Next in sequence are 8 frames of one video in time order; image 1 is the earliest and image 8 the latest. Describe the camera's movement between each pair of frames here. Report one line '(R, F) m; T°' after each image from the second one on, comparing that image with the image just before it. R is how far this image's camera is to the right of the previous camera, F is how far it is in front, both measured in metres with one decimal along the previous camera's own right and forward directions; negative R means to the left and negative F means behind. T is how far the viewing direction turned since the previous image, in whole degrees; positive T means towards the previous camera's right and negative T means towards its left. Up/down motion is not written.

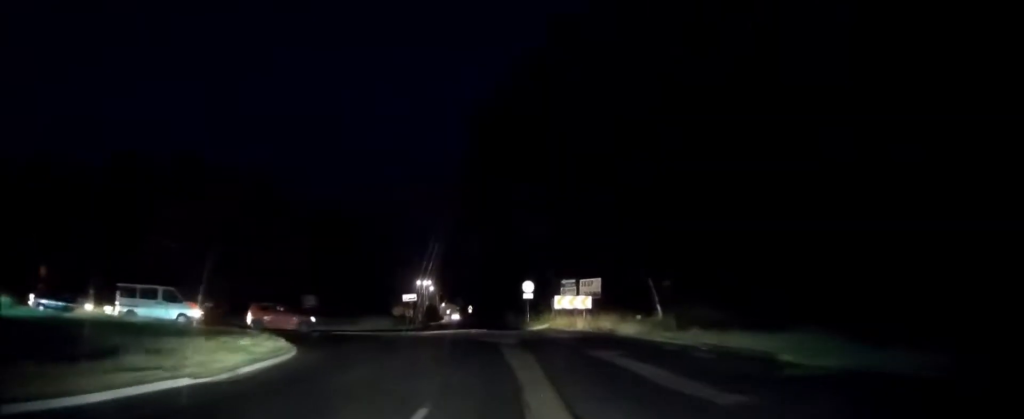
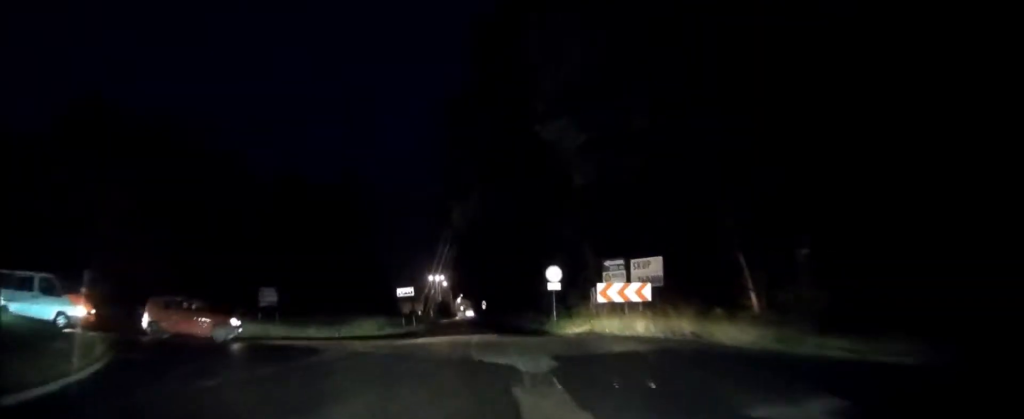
(-0.1, +11.0) m; -2°
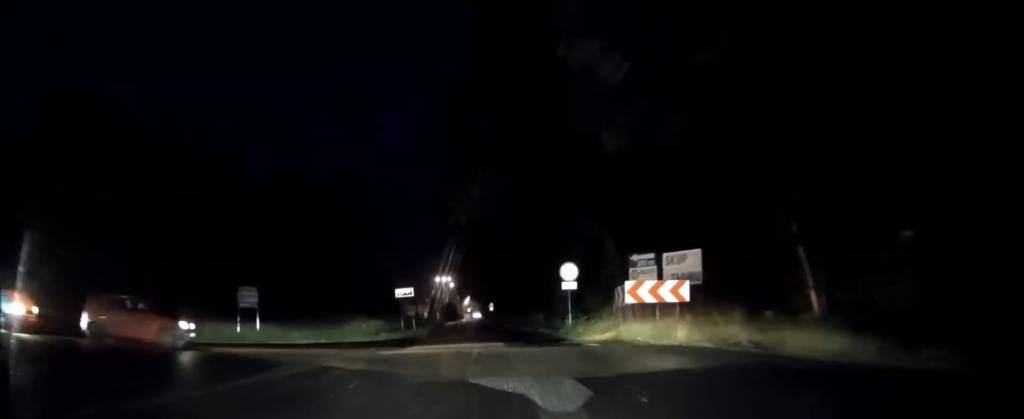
(0.0, +4.0) m; -1°
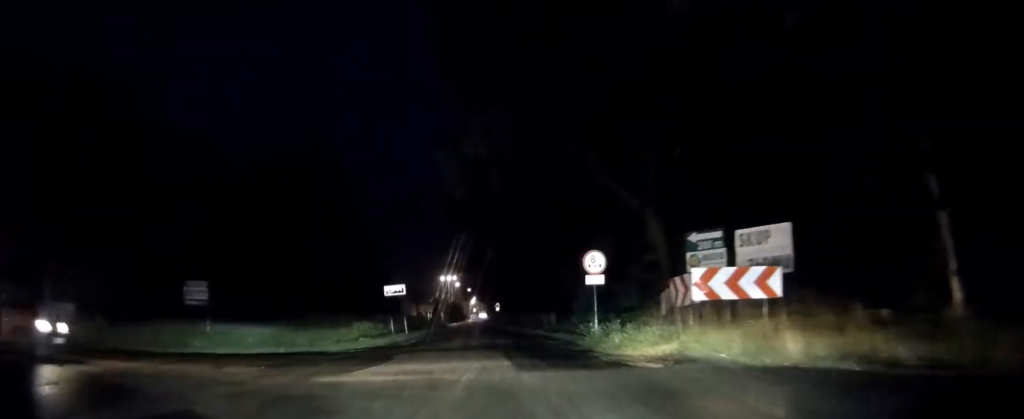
(-0.1, +6.2) m; 0°
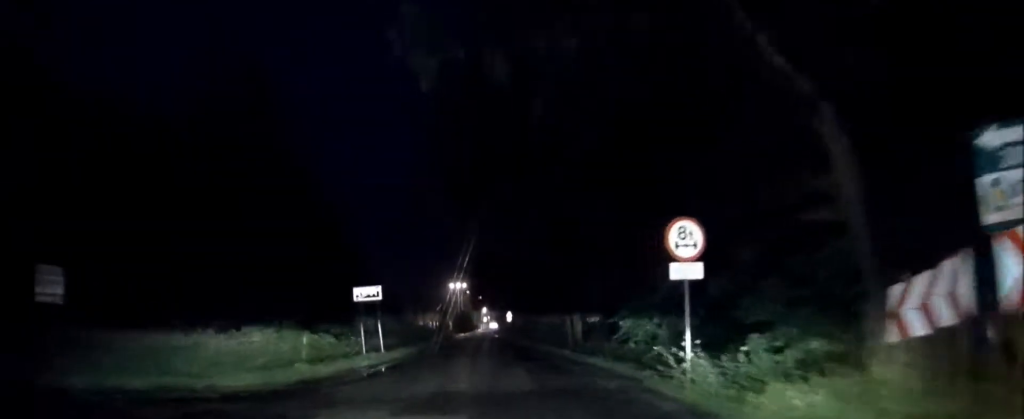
(0.0, +10.1) m; 0°
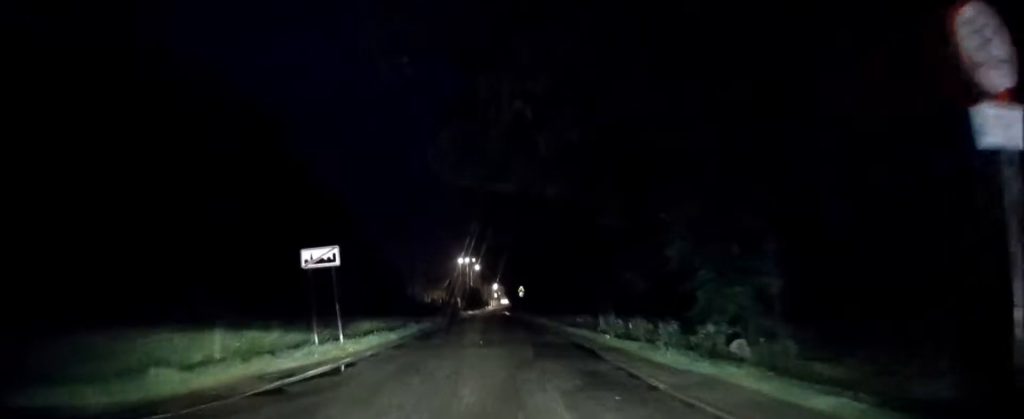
(0.0, +8.5) m; -1°
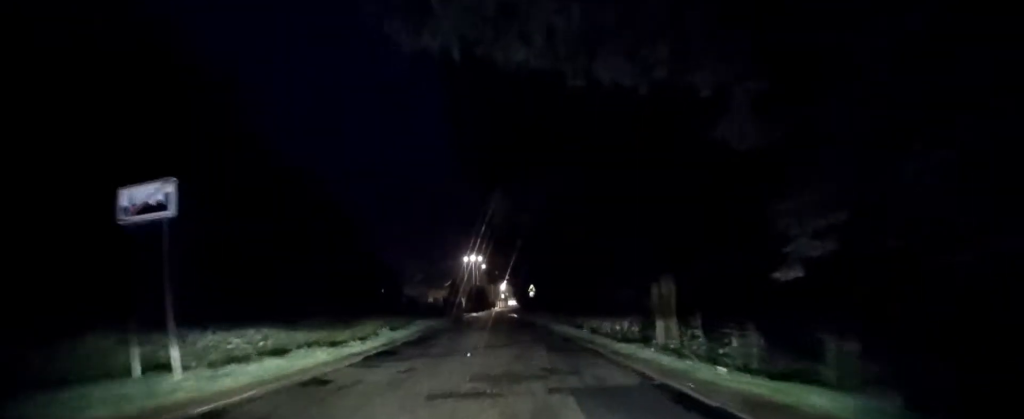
(-0.2, +10.4) m; -1°
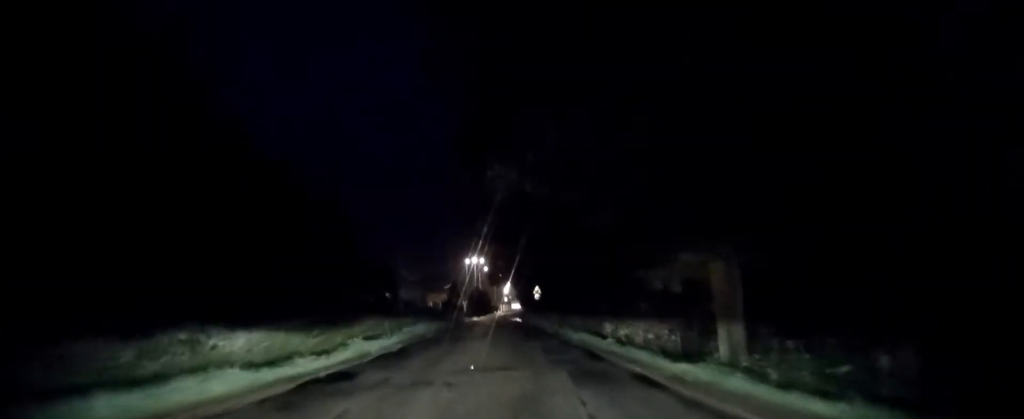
(0.0, +5.9) m; 0°
